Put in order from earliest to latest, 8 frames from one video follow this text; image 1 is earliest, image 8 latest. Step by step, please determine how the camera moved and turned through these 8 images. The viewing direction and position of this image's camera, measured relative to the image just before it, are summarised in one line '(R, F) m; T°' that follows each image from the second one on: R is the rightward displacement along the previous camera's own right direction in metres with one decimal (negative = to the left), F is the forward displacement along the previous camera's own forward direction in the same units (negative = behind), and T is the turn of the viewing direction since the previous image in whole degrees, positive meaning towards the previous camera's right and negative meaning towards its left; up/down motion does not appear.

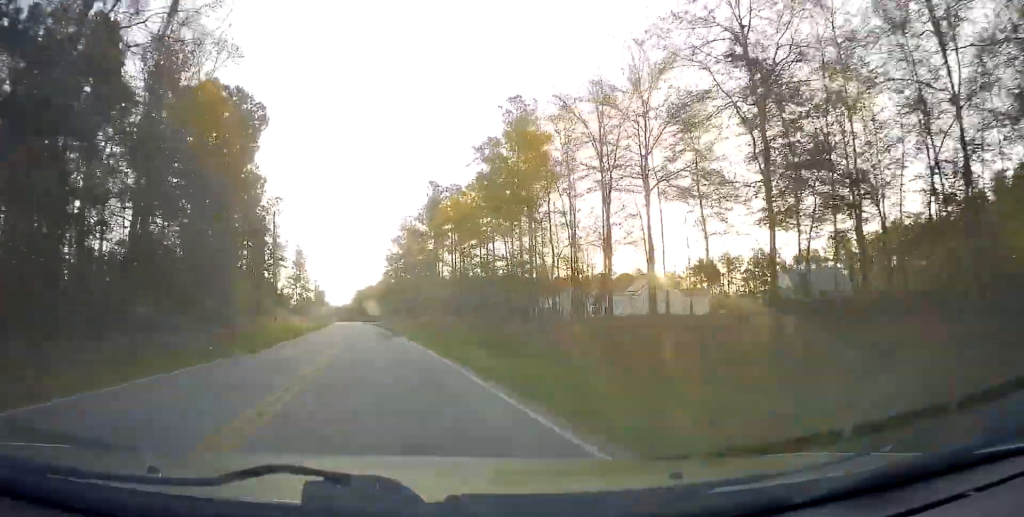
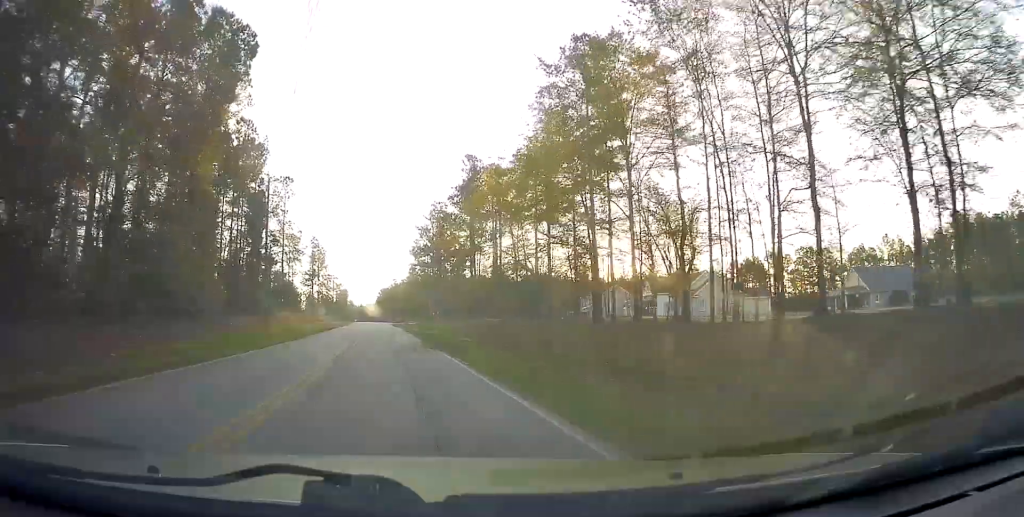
(-0.8, +14.2) m; -3°
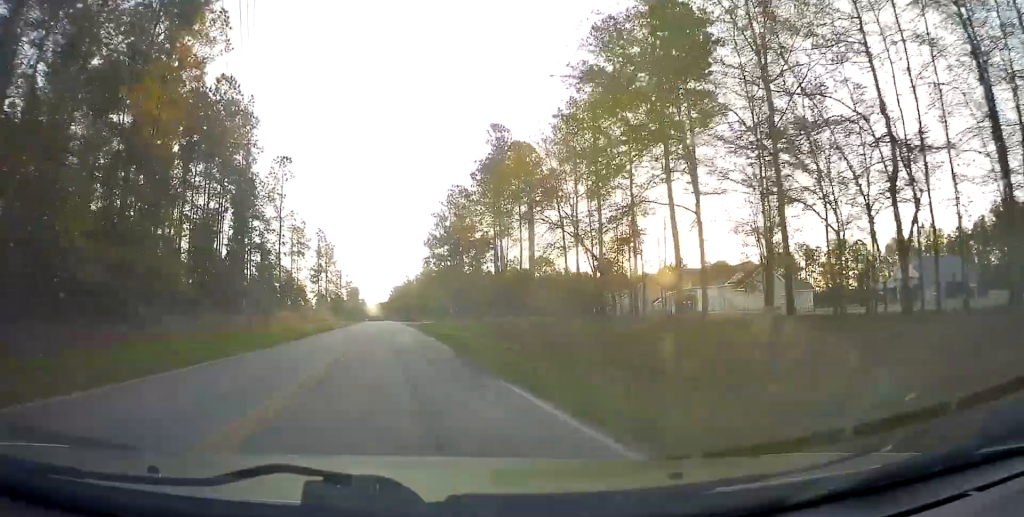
(-0.2, +10.7) m; -2°
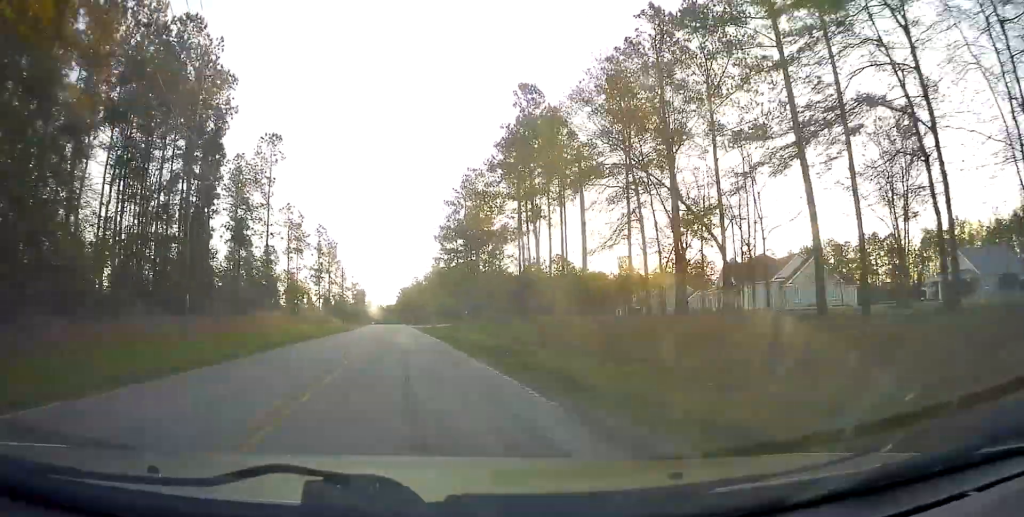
(+0.1, +11.1) m; -2°
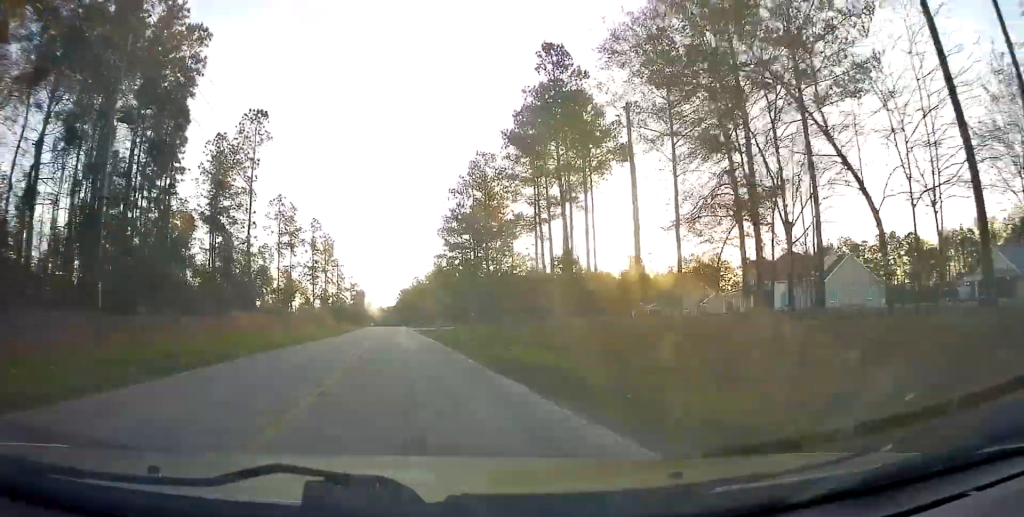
(-0.3, +8.0) m; -1°
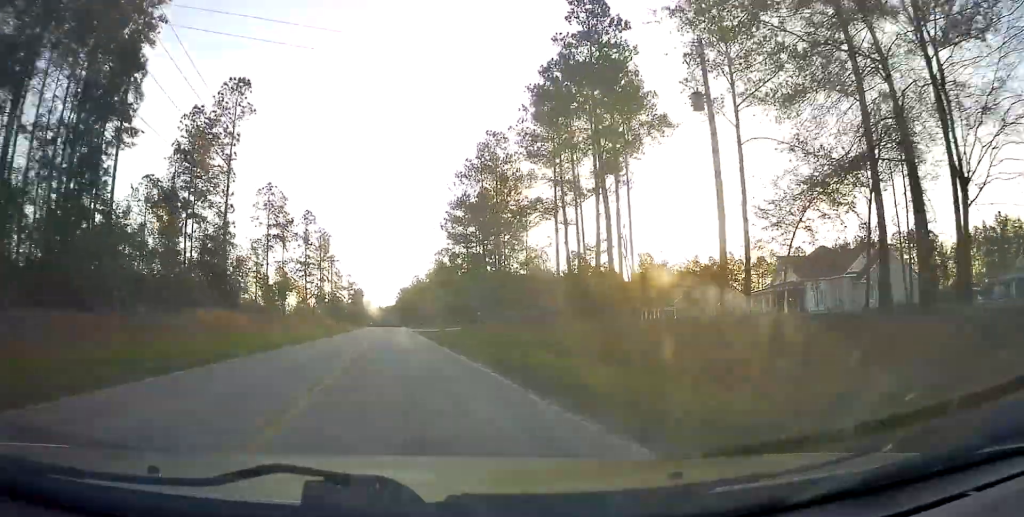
(-0.2, +7.7) m; -1°
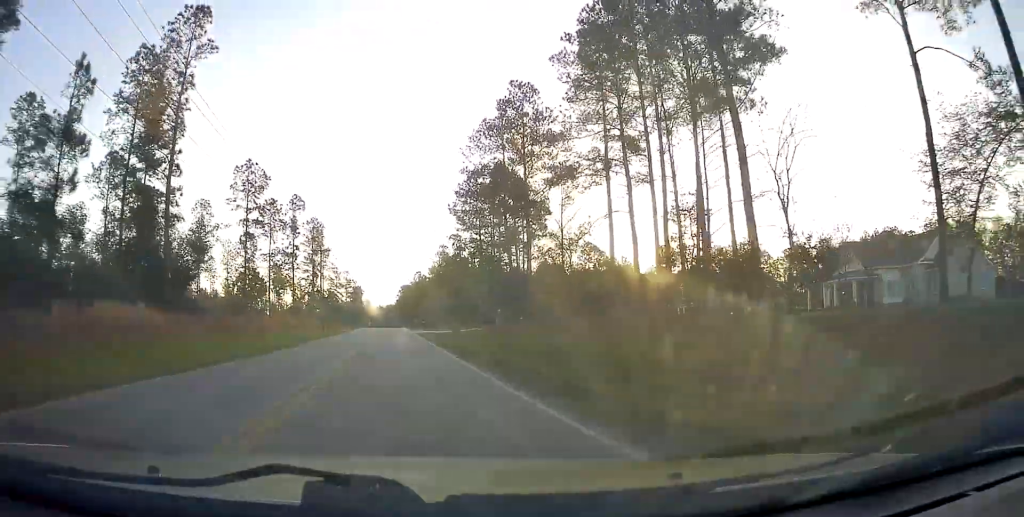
(+0.1, +12.6) m; 0°
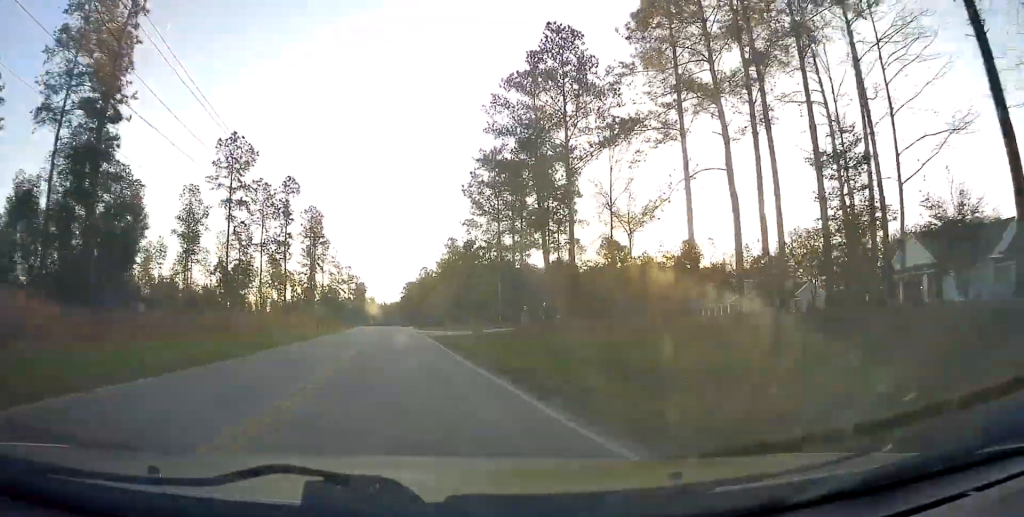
(0.0, +9.8) m; 0°
